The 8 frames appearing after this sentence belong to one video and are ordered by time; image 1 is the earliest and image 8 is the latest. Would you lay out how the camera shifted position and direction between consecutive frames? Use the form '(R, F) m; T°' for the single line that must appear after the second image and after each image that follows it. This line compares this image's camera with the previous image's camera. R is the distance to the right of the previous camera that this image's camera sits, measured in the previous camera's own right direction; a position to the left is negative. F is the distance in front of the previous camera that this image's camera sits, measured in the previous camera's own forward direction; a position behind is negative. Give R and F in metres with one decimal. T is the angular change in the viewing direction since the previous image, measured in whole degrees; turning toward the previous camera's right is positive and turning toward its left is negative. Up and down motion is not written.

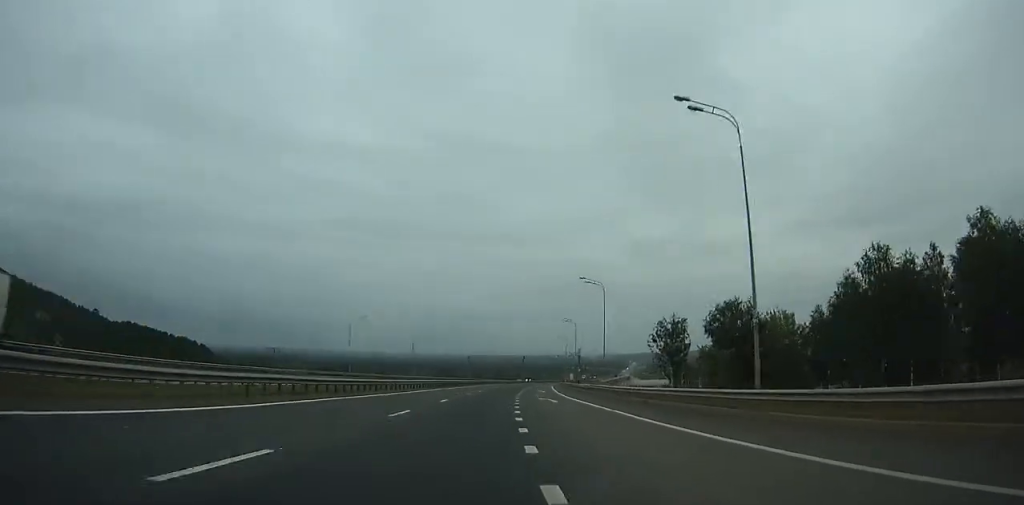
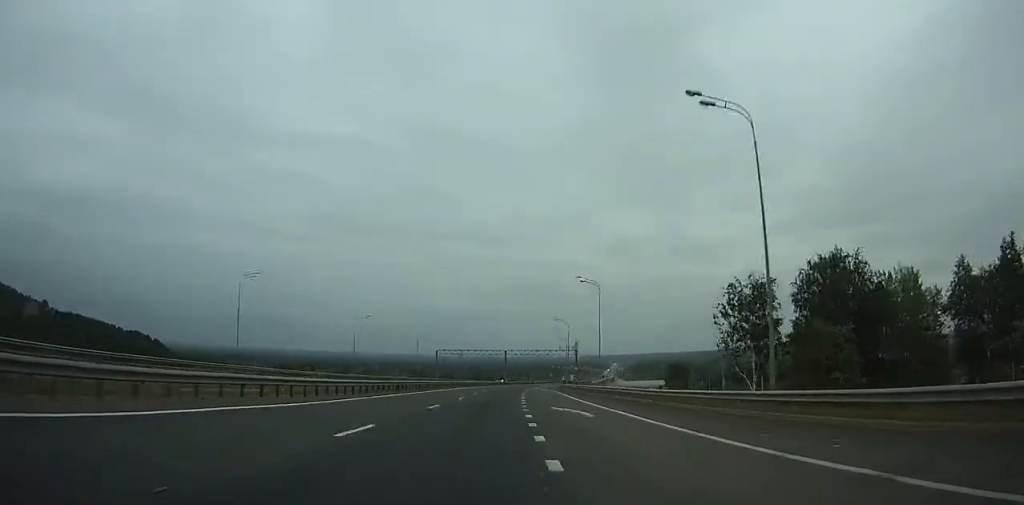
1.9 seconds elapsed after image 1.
(+0.3, +41.6) m; +2°
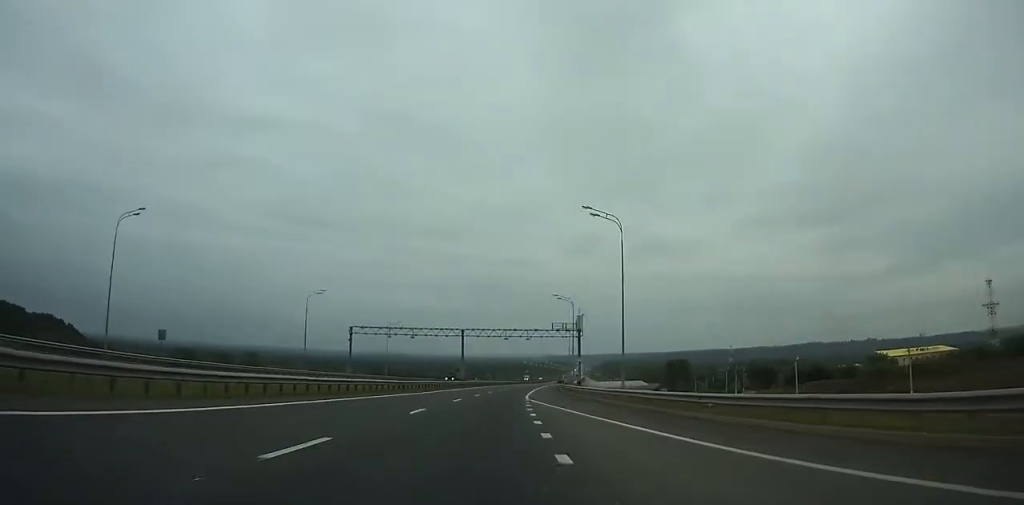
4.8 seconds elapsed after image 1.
(+1.9, +64.2) m; +4°
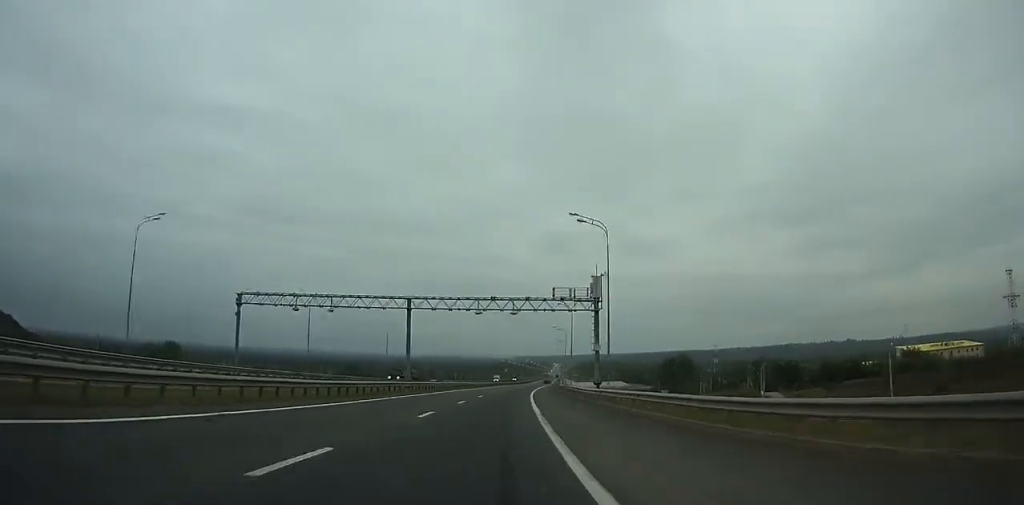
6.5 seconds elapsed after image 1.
(+1.1, +38.0) m; +2°
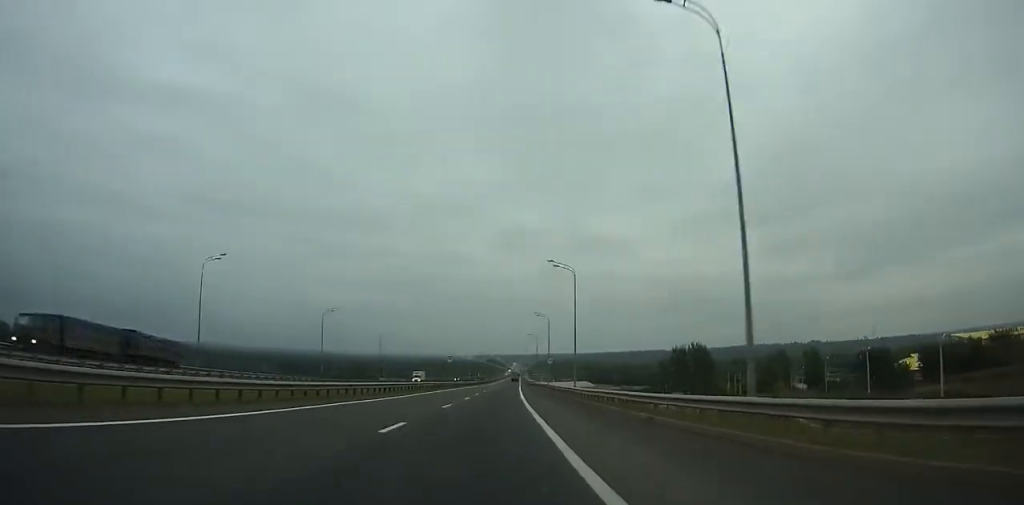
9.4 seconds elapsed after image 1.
(+2.3, +65.2) m; +3°
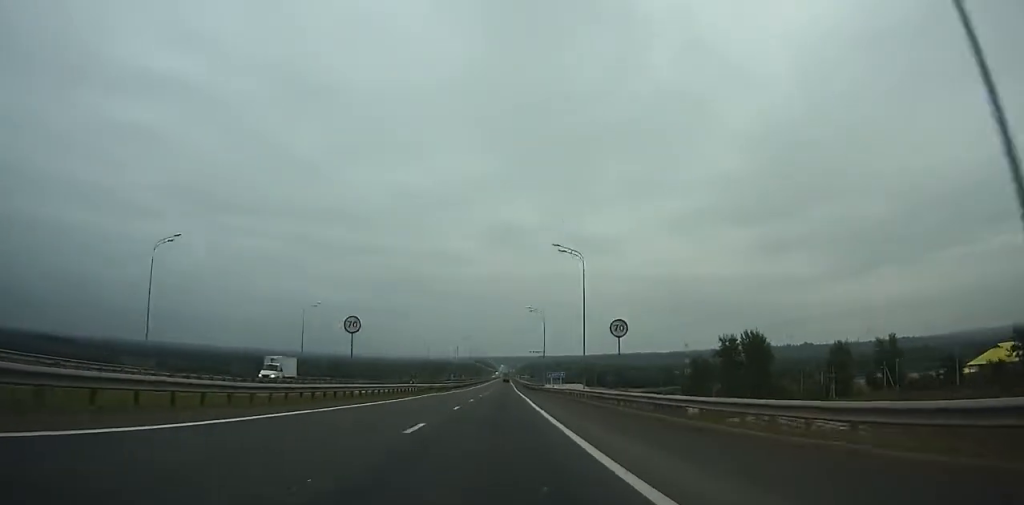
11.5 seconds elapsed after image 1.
(+1.0, +47.4) m; +2°
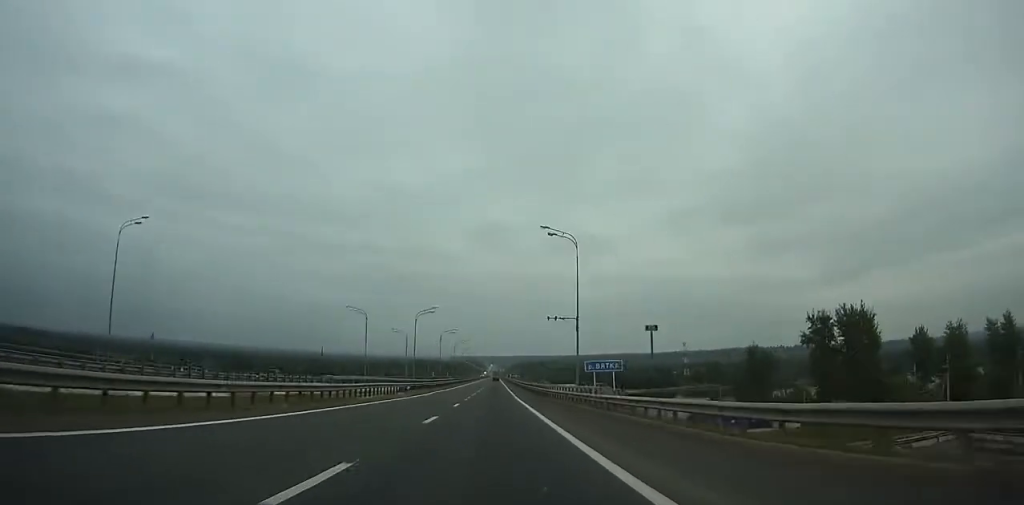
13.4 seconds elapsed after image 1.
(+0.4, +43.1) m; +1°
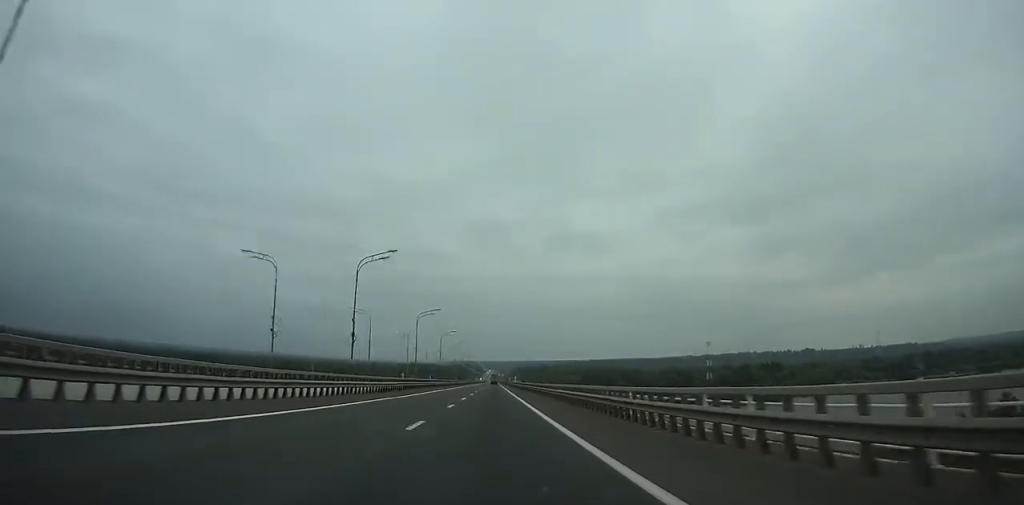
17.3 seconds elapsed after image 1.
(+0.5, +88.8) m; +1°
